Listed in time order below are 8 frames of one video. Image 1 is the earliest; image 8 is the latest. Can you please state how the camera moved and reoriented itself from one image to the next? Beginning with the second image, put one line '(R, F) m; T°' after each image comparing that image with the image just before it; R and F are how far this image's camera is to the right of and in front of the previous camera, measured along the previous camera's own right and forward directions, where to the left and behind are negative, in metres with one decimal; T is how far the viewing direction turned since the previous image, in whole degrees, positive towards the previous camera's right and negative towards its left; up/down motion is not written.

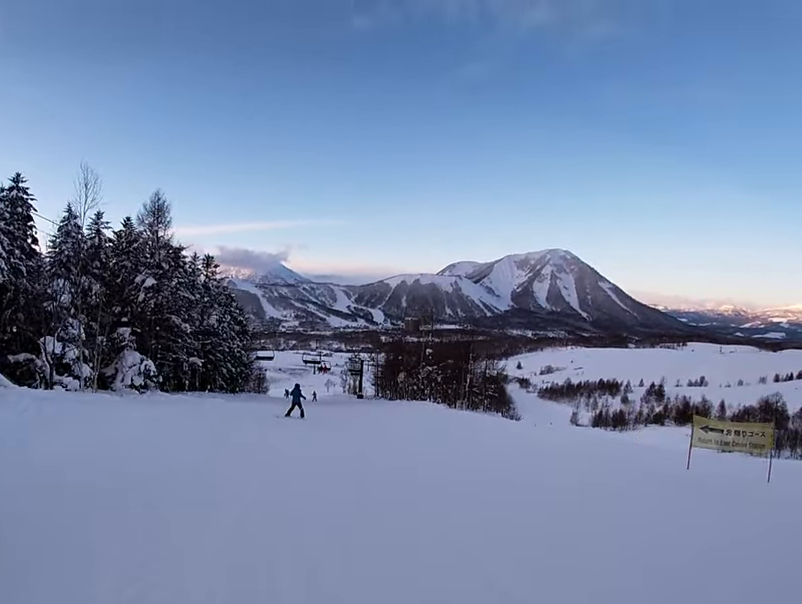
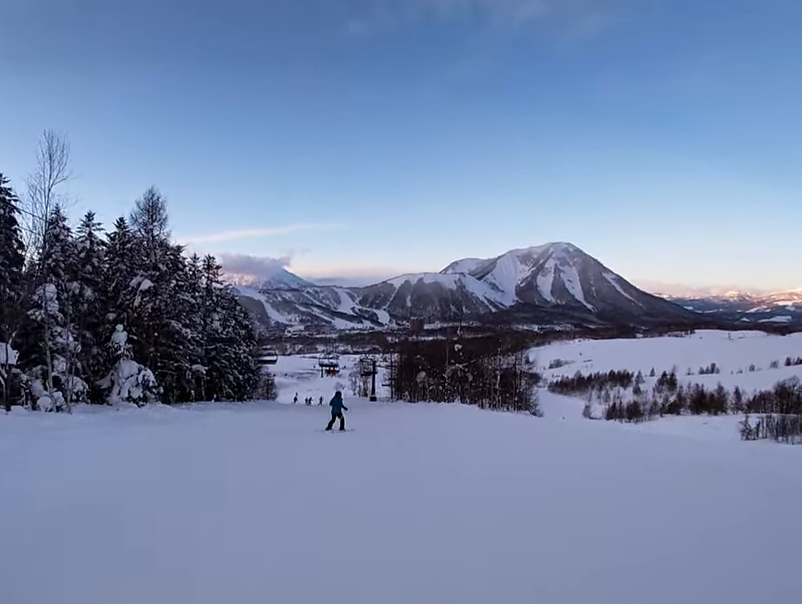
(+0.3, +3.9) m; 0°
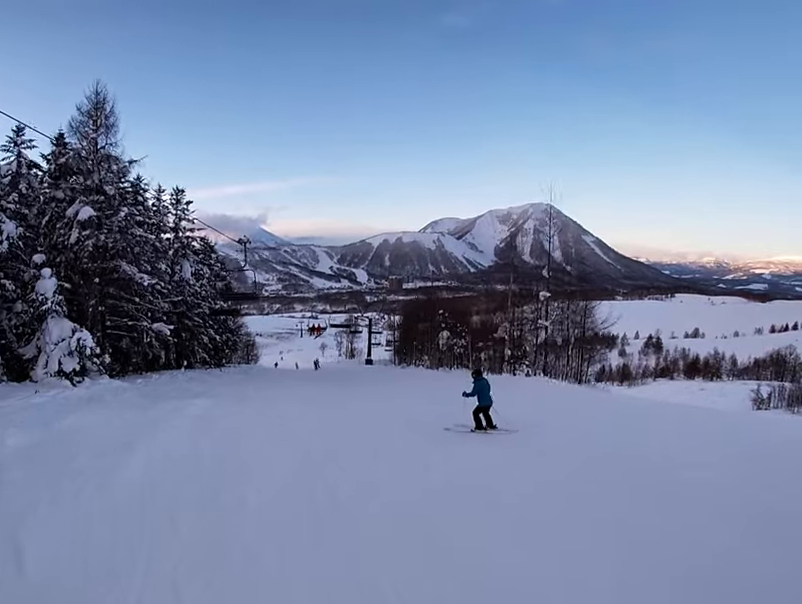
(-0.4, +10.9) m; +2°
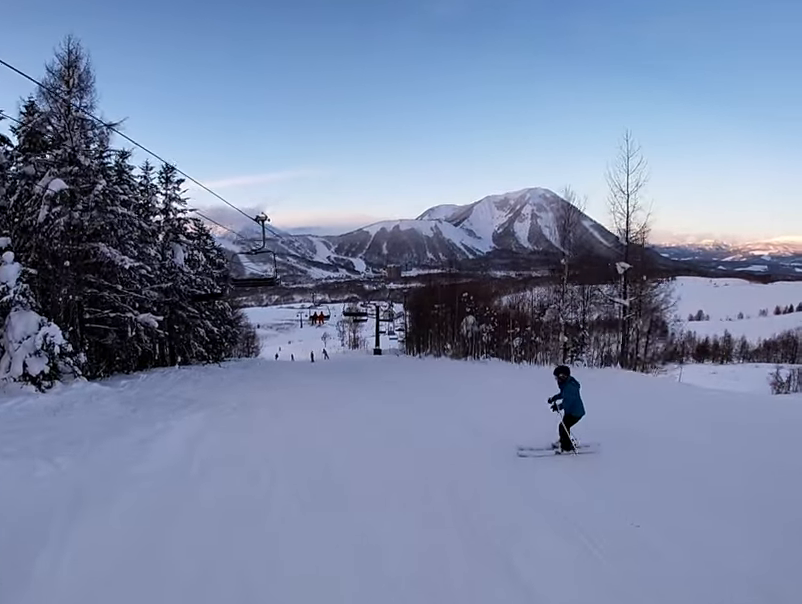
(+0.7, +4.8) m; +12°
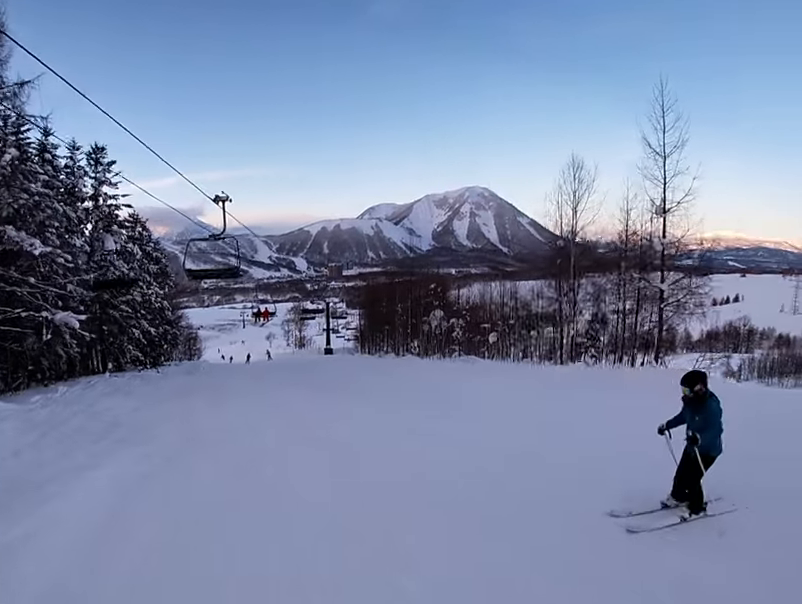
(+0.4, +4.4) m; +6°
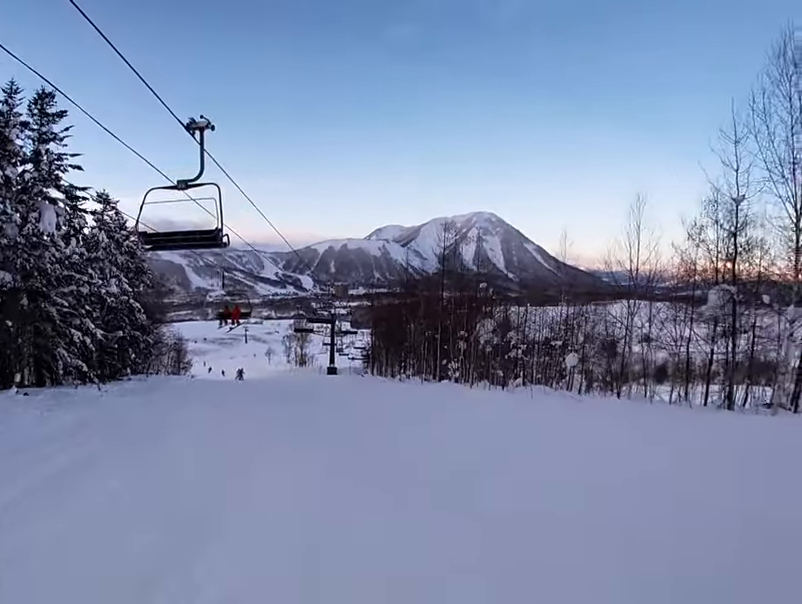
(+0.4, +10.2) m; -3°
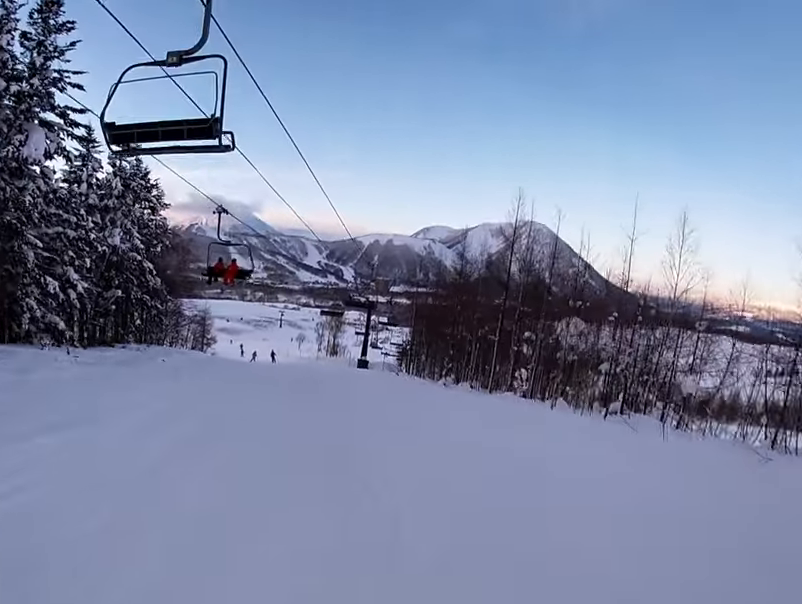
(-0.6, +6.0) m; -3°
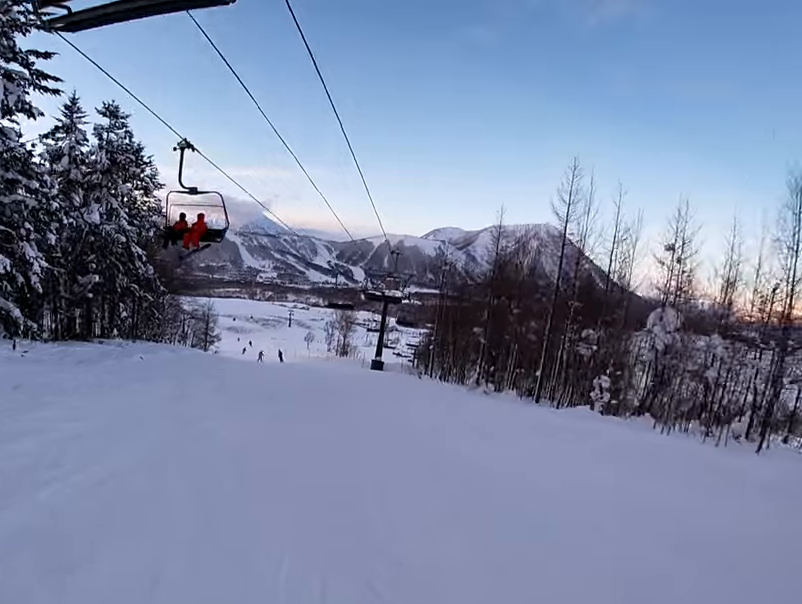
(+0.3, +4.9) m; +2°
